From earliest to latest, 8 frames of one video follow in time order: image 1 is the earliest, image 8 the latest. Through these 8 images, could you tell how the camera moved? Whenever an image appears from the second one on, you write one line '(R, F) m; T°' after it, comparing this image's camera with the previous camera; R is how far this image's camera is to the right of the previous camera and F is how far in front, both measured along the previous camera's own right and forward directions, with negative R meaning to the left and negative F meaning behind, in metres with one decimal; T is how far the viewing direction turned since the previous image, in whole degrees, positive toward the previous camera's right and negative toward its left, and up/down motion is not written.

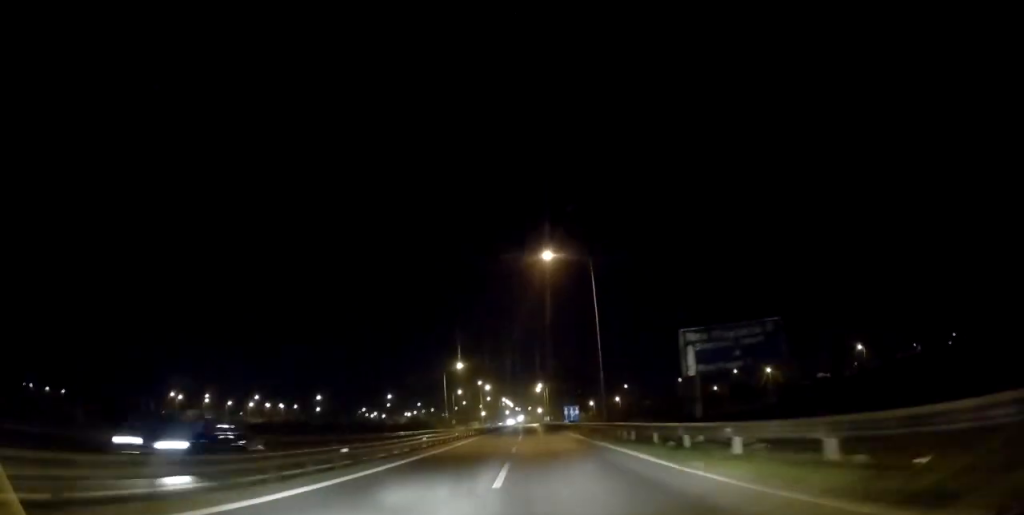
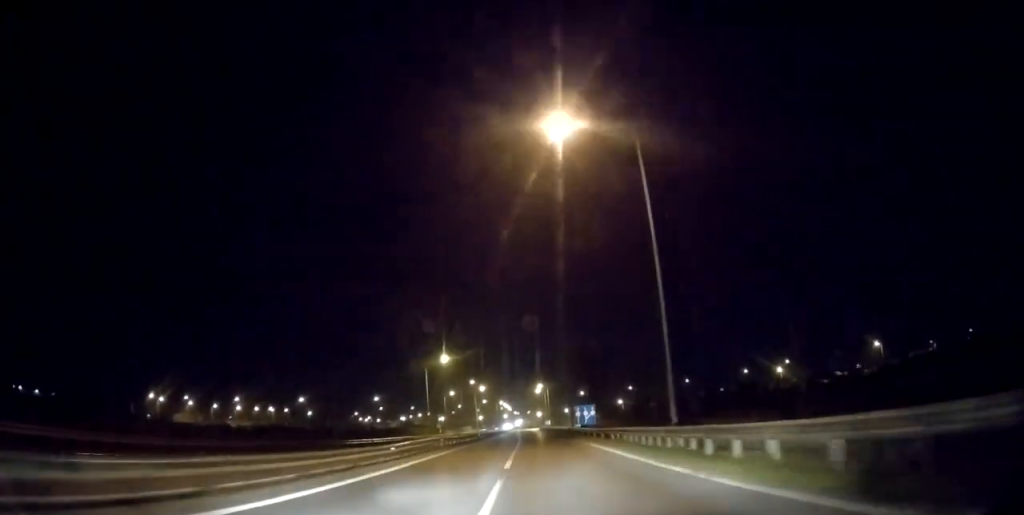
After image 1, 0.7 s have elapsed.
(+0.1, +18.2) m; +1°
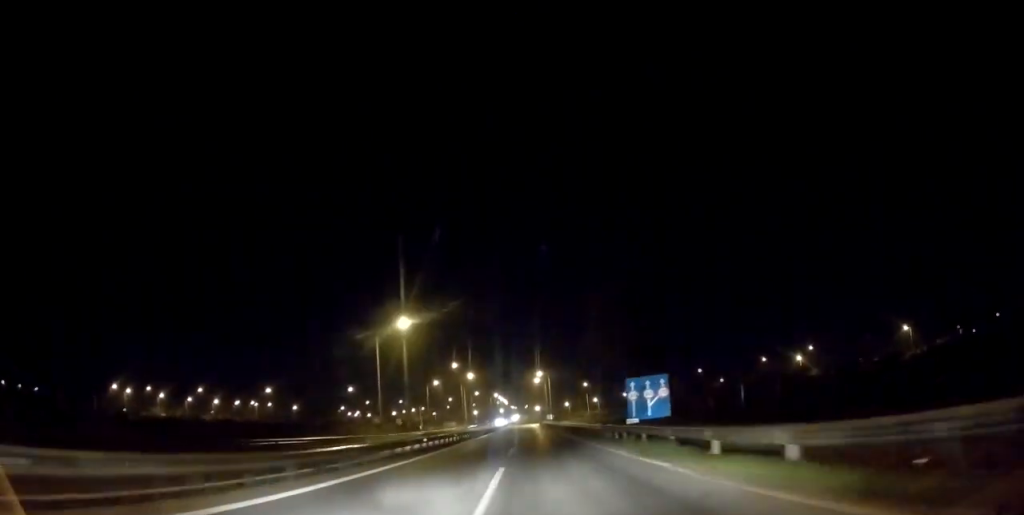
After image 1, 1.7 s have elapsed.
(+0.3, +28.4) m; 0°
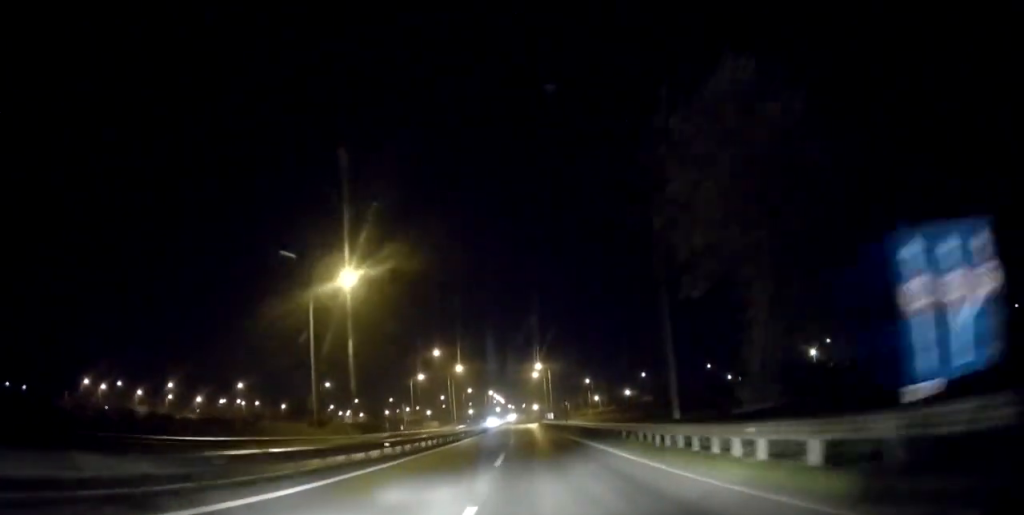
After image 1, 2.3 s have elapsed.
(-0.3, +19.0) m; 0°
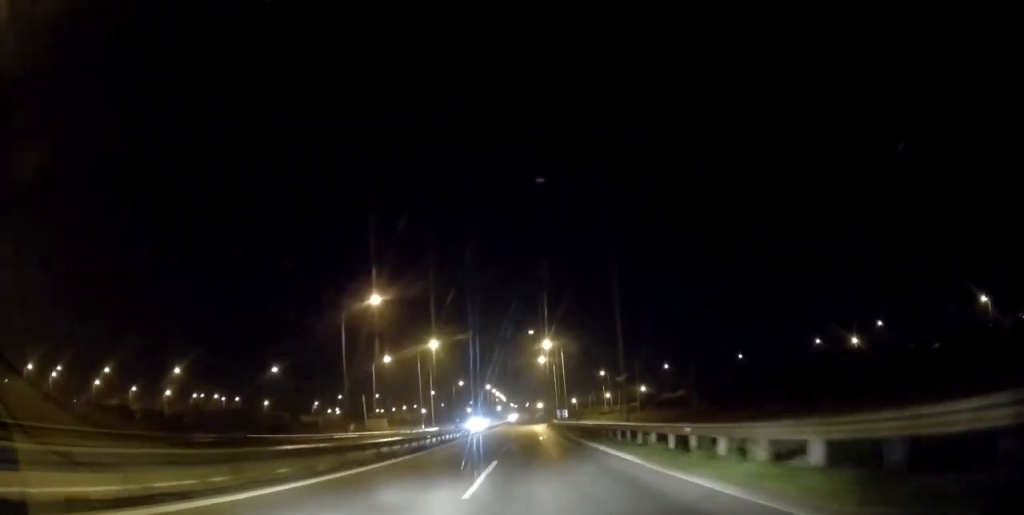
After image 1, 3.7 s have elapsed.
(+0.3, +38.0) m; 0°
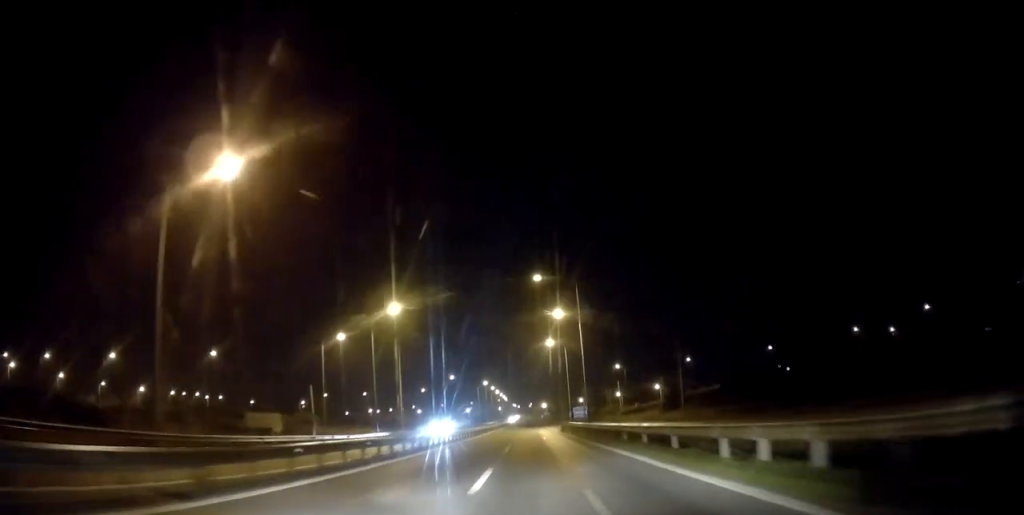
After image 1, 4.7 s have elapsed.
(-0.1, +27.9) m; -1°
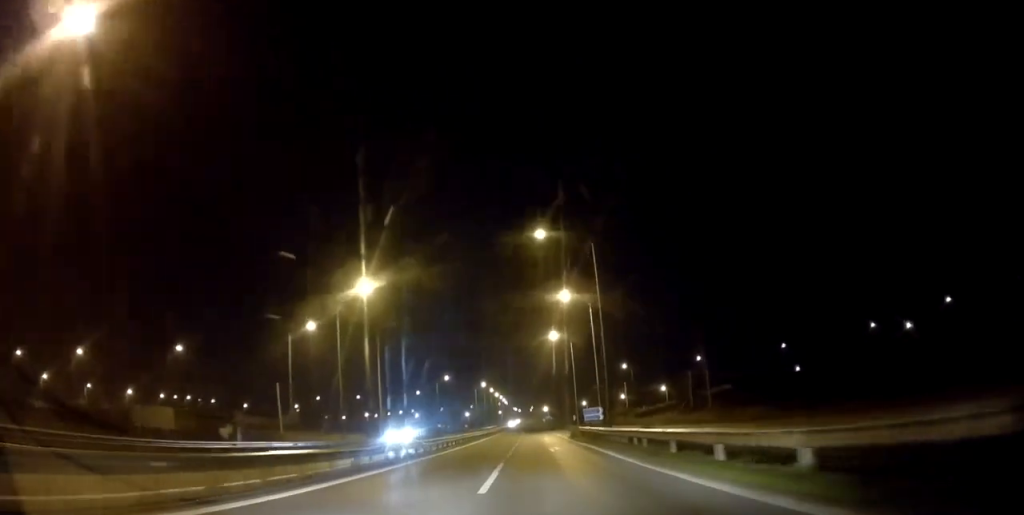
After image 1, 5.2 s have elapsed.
(0.0, +11.9) m; 0°
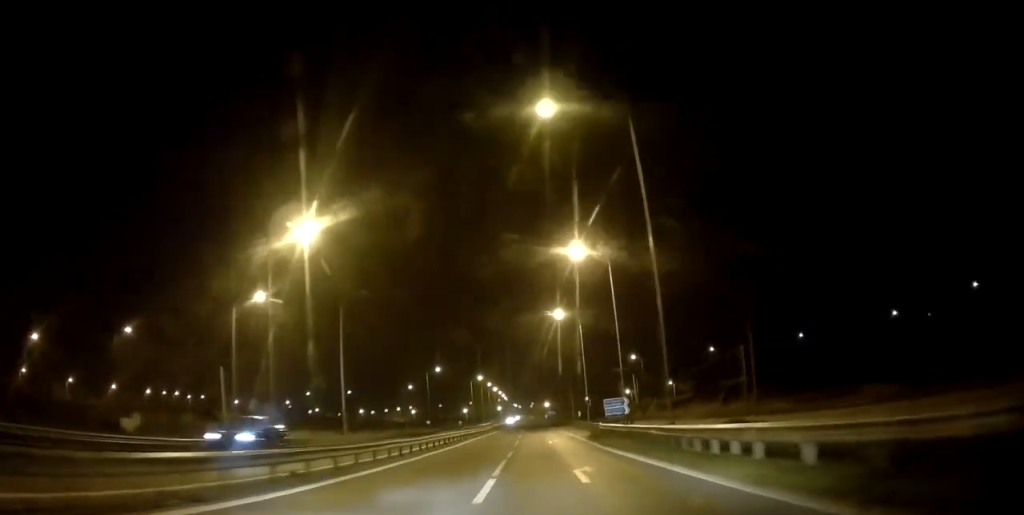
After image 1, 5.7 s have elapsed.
(0.0, +13.8) m; 0°
